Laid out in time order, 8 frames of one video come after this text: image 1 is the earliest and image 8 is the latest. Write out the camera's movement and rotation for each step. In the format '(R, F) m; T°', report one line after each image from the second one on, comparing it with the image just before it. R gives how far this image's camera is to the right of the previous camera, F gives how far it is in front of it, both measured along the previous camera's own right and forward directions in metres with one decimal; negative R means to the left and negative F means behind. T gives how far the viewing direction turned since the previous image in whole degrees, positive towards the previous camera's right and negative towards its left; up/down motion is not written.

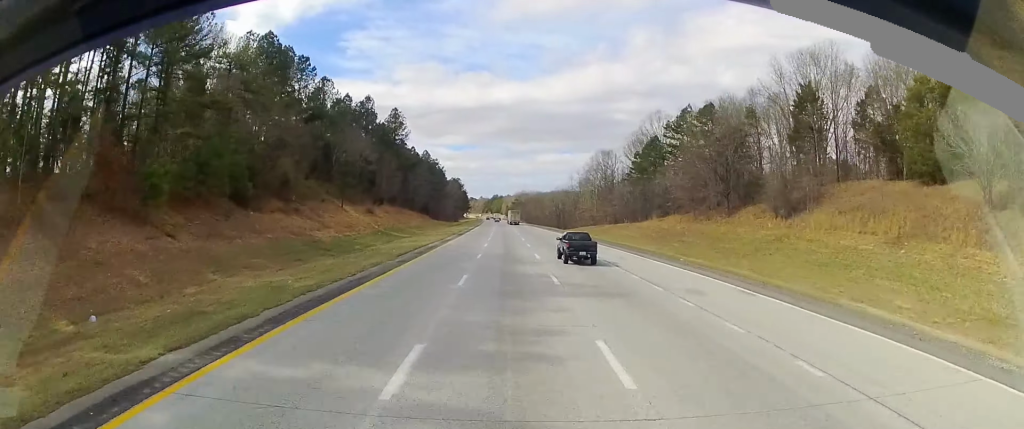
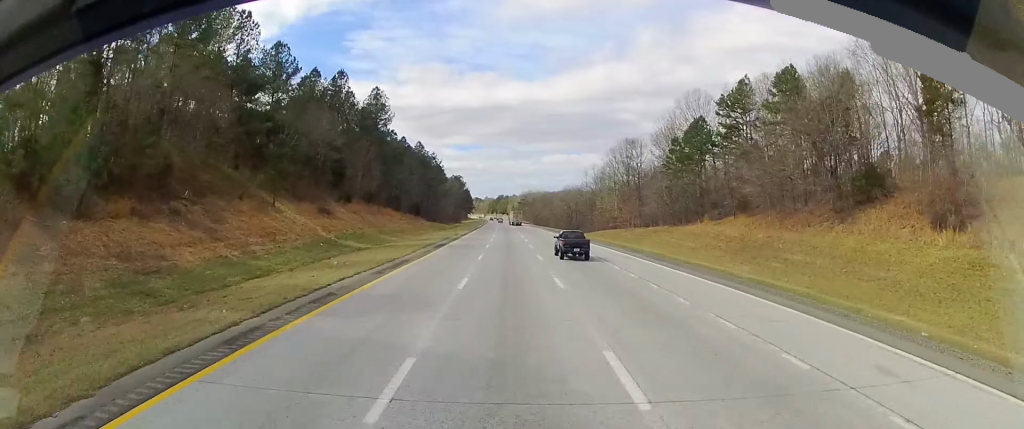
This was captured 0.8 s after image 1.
(0.0, +25.0) m; 0°
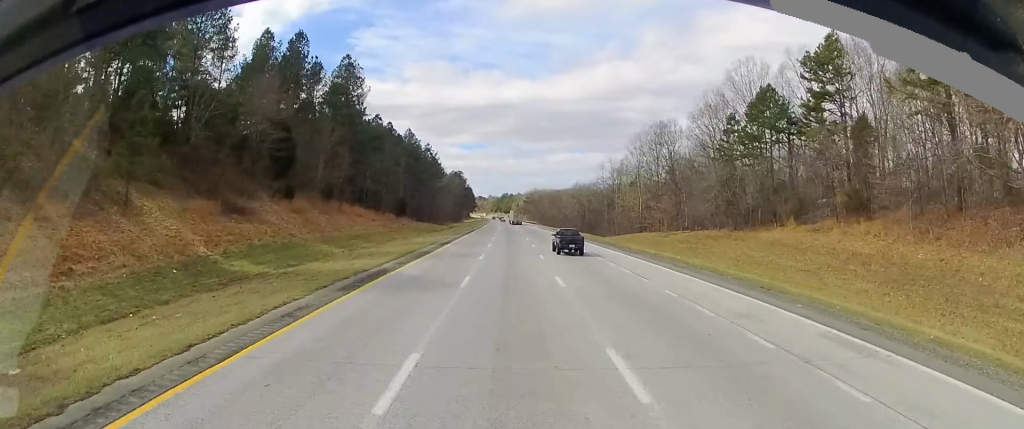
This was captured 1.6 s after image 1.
(-0.1, +24.1) m; -1°
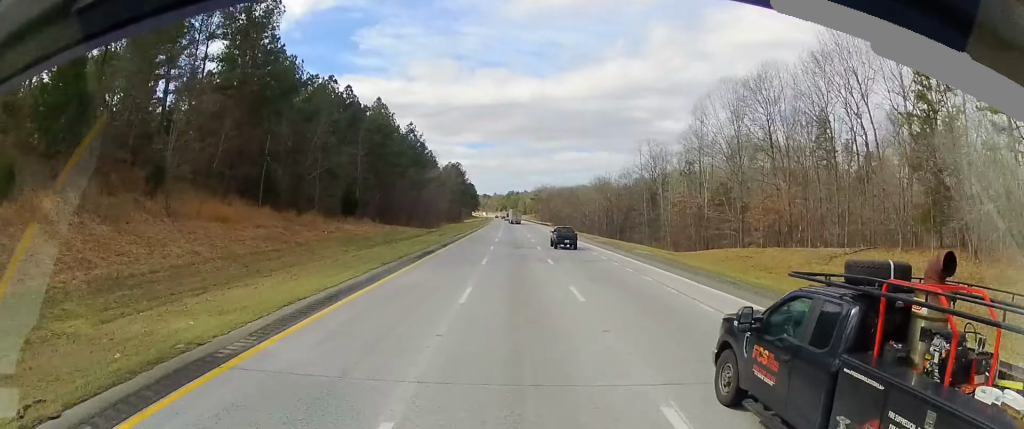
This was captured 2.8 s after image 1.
(-0.4, +39.8) m; -1°
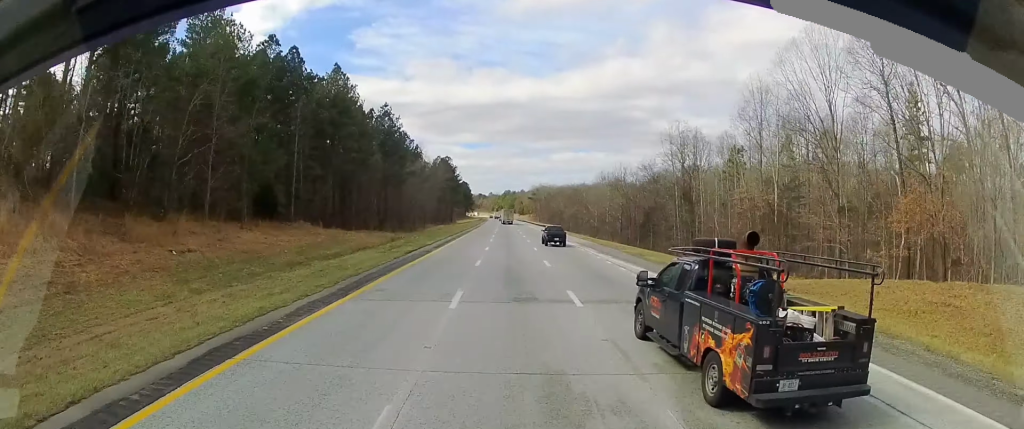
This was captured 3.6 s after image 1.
(0.0, +25.2) m; 0°
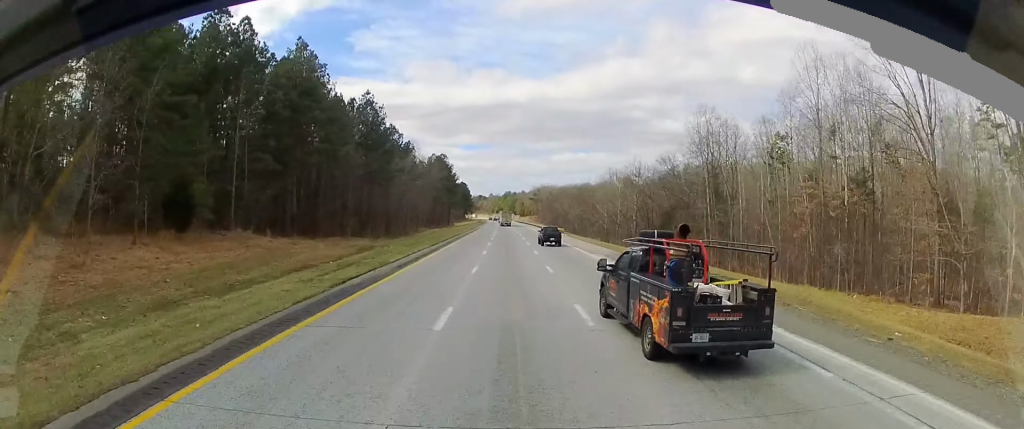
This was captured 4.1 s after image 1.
(0.0, +14.7) m; 0°
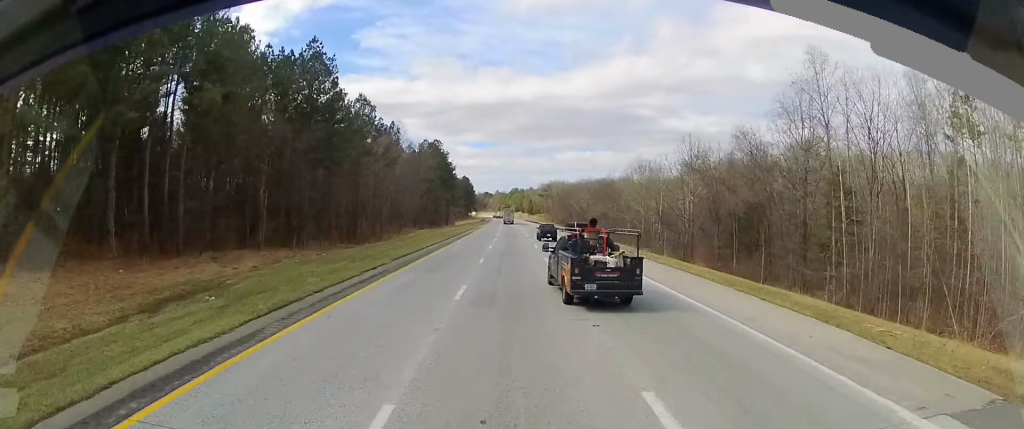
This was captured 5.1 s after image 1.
(0.0, +32.5) m; 0°
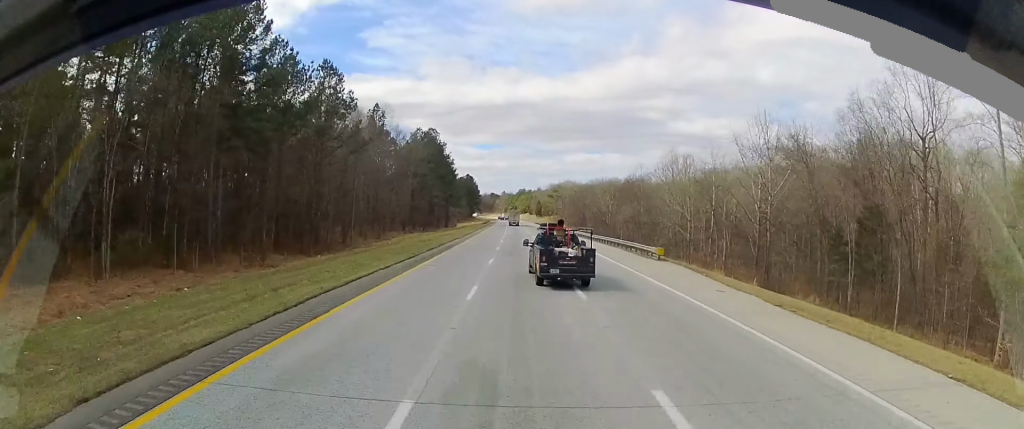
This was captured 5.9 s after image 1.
(0.0, +24.1) m; 0°
